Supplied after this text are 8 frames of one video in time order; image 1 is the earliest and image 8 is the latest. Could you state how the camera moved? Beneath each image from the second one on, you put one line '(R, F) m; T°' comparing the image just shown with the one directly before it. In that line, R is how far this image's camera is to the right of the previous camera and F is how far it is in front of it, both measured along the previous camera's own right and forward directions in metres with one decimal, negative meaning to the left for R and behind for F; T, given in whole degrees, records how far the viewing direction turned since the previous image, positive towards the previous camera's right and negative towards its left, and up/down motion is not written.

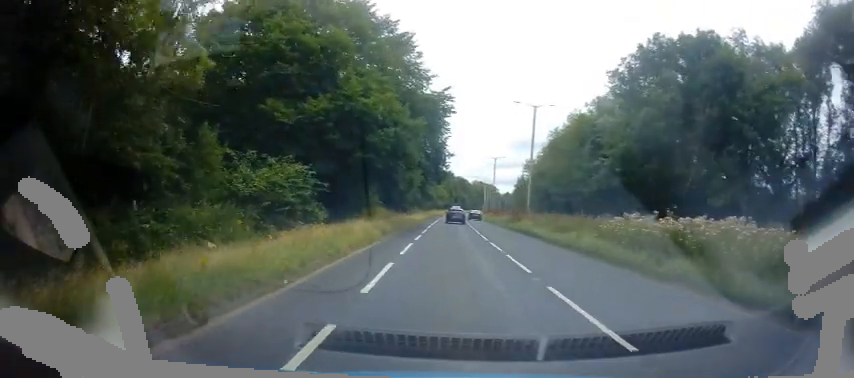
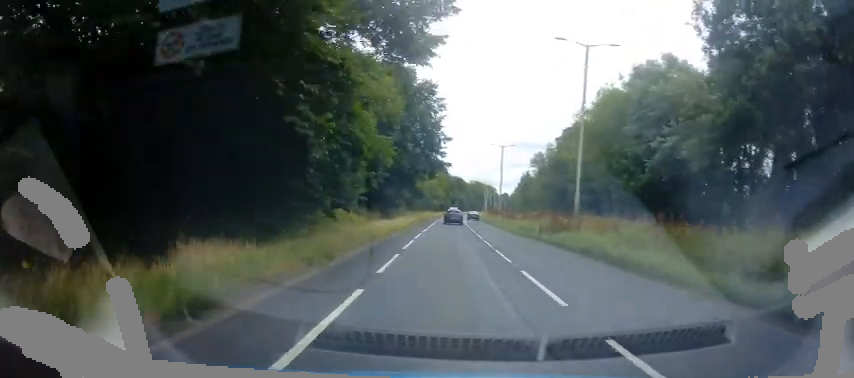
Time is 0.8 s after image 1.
(0.0, +15.5) m; 0°
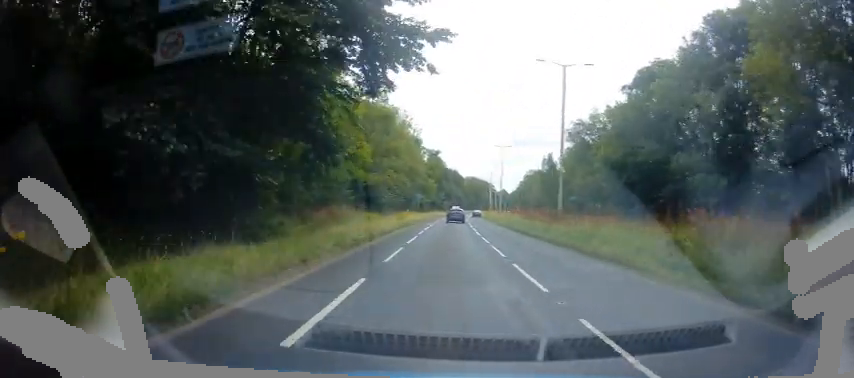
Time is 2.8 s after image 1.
(-0.2, +35.3) m; +1°
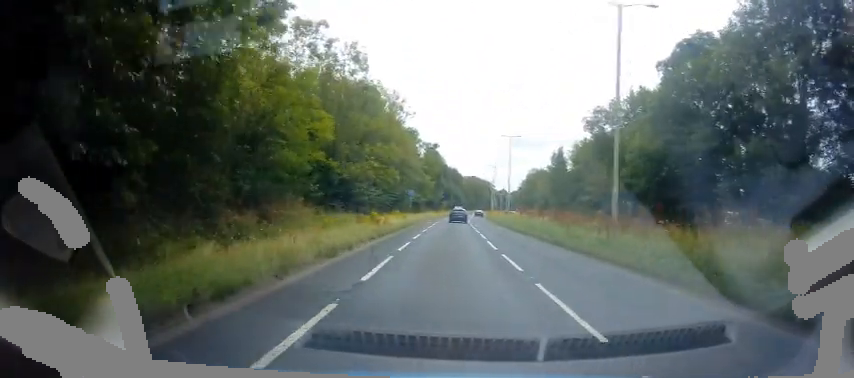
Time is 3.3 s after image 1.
(+0.3, +9.1) m; 0°
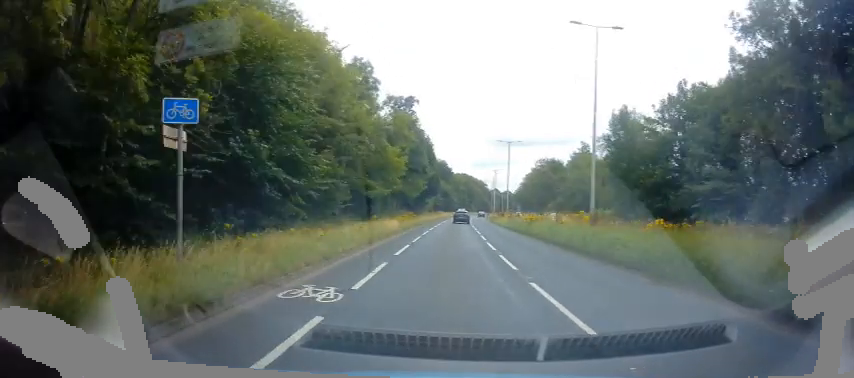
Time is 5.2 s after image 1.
(+0.4, +35.4) m; +2°
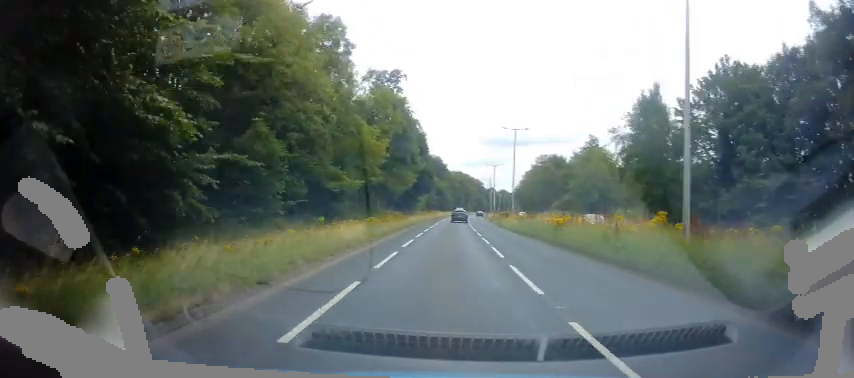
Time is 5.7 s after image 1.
(+0.6, +9.1) m; 0°
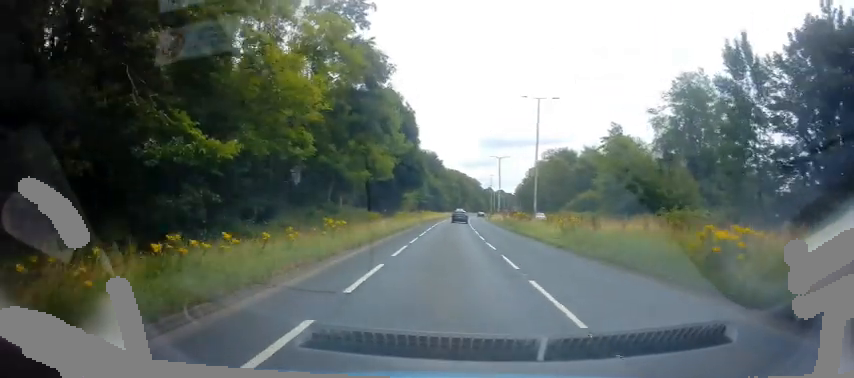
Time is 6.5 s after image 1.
(-0.7, +14.3) m; 0°
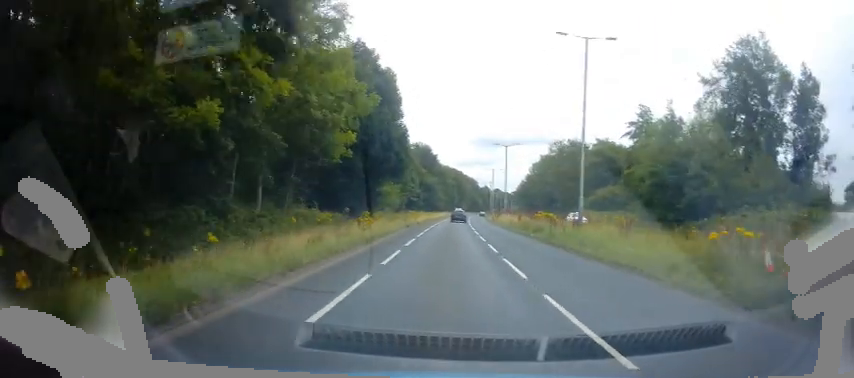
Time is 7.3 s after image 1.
(+0.2, +13.7) m; +1°
